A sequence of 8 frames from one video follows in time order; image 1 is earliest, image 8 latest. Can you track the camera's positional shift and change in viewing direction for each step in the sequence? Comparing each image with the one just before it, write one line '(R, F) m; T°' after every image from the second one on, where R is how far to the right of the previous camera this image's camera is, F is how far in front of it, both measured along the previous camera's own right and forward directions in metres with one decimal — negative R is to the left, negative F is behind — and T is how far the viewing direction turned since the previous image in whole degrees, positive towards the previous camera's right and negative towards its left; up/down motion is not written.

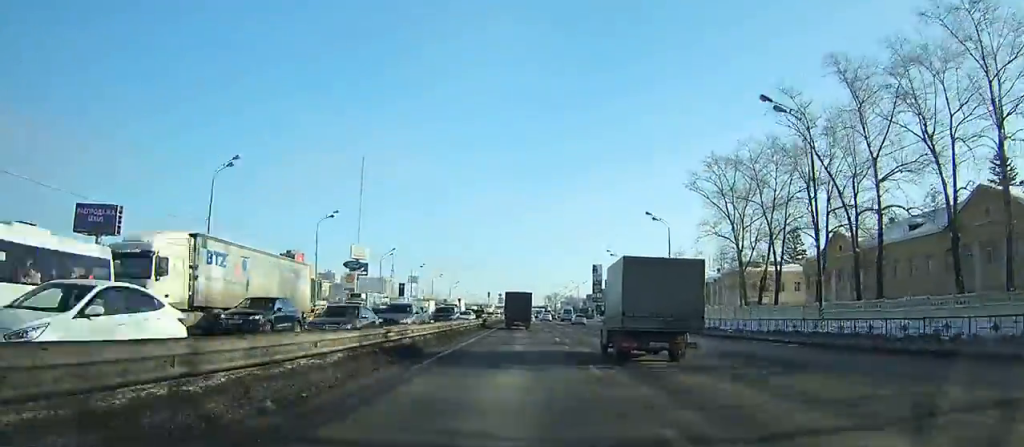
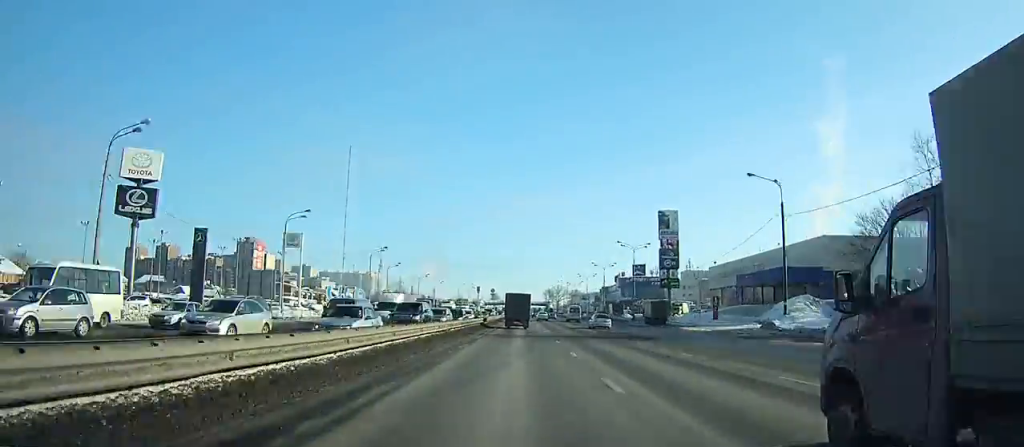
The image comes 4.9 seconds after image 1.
(-0.3, +97.0) m; 0°
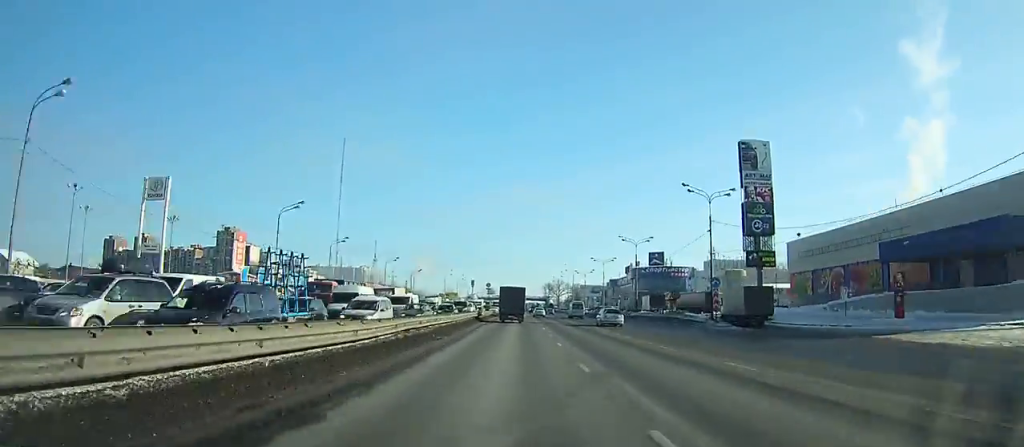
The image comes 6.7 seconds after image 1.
(+0.4, +35.1) m; +1°
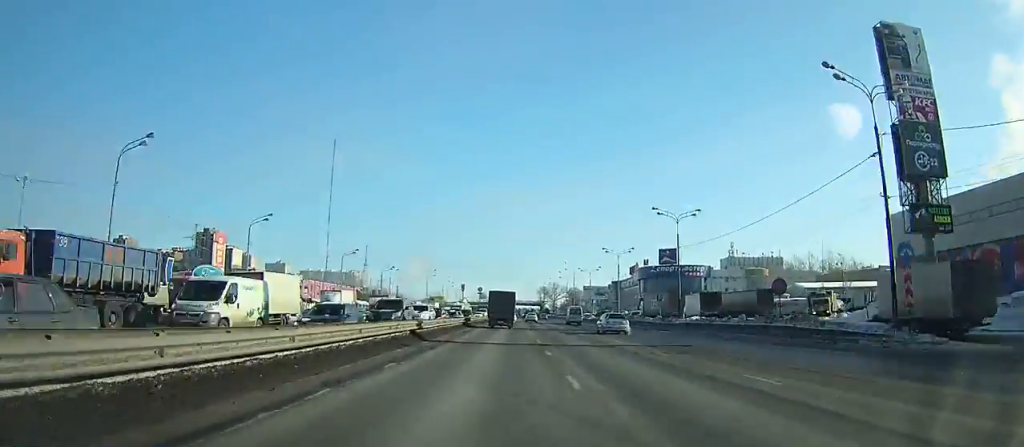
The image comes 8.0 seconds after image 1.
(+0.1, +24.9) m; 0°
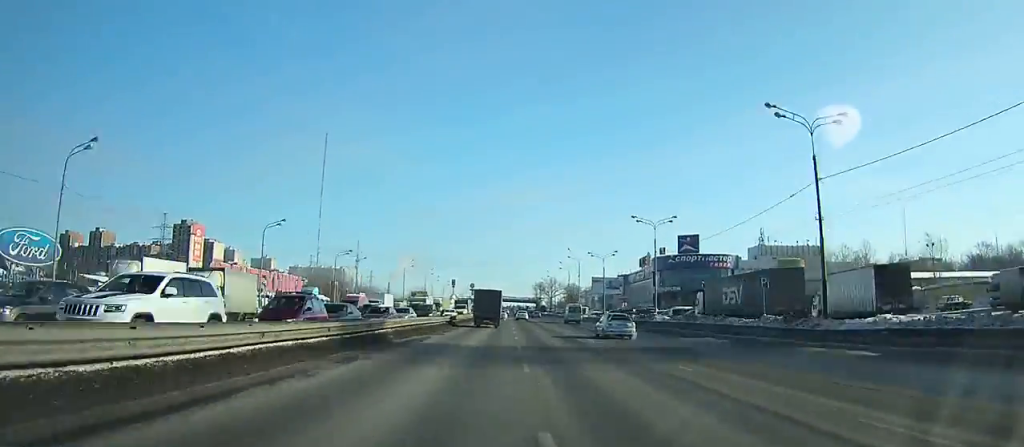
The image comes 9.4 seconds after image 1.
(+0.1, +26.8) m; 0°
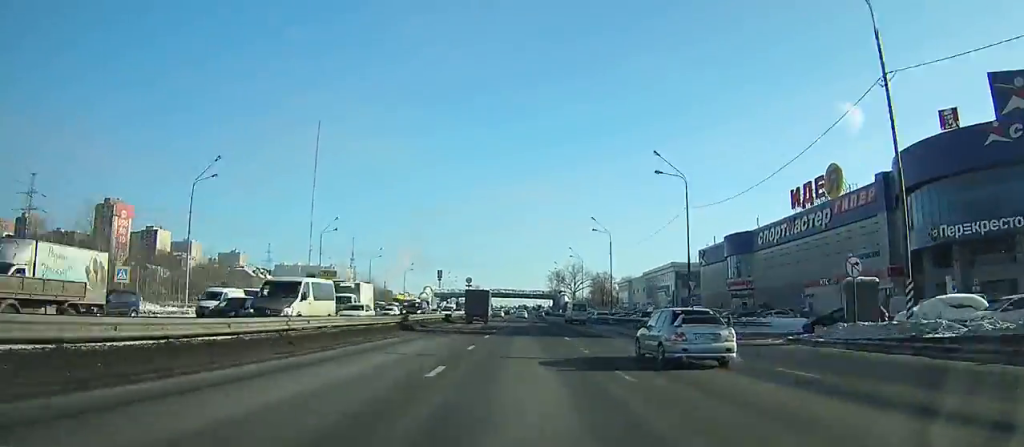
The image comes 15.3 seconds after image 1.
(-0.2, +112.6) m; -1°
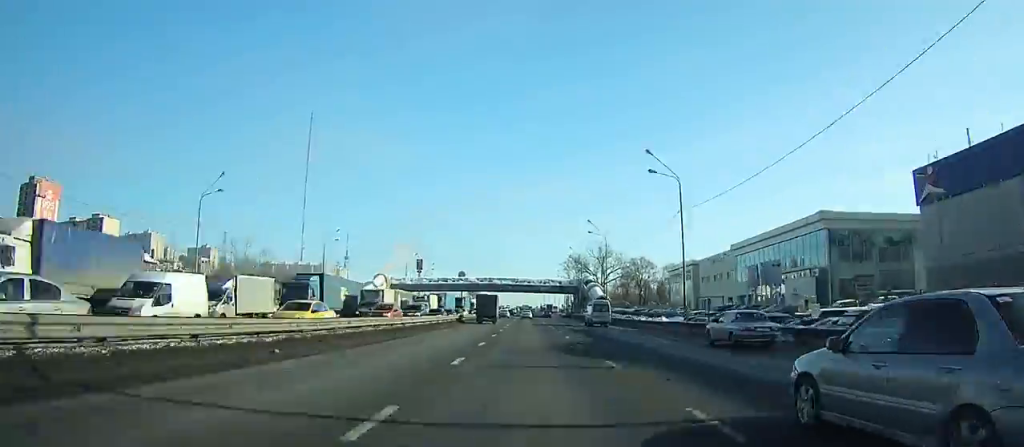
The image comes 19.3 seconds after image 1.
(-0.4, +71.4) m; 0°
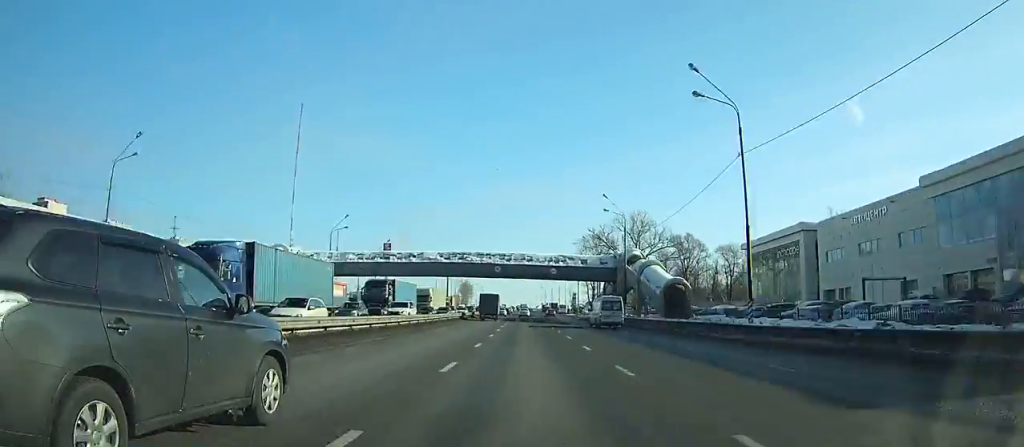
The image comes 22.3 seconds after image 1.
(0.0, +54.0) m; 0°
